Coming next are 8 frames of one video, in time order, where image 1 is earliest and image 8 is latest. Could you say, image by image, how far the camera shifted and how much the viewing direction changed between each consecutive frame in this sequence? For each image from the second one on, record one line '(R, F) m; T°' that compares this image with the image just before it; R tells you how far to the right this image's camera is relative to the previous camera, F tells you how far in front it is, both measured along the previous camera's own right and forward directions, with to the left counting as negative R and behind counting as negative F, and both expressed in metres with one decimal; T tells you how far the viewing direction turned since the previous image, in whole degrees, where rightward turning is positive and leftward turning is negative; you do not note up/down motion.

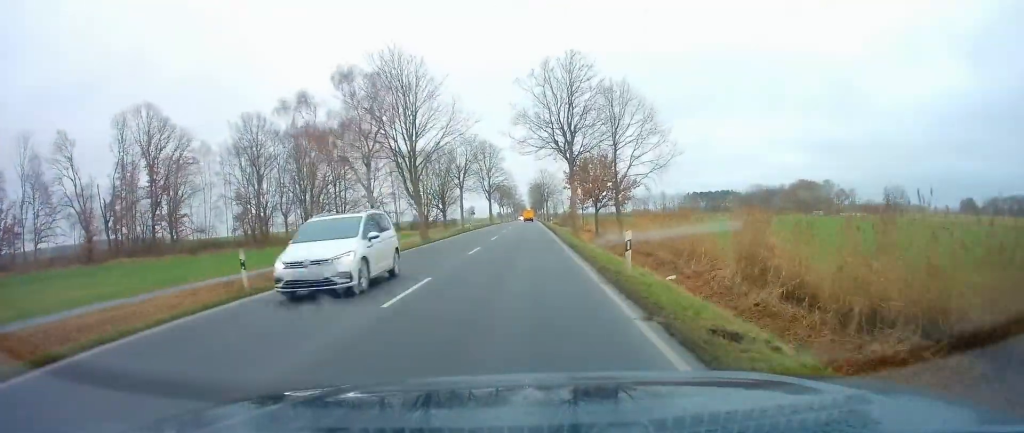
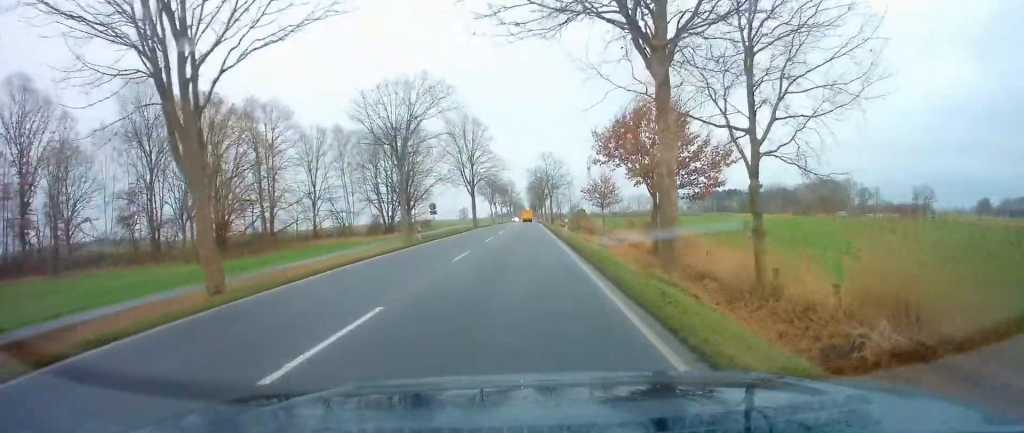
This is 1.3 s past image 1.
(0.0, +27.8) m; 0°
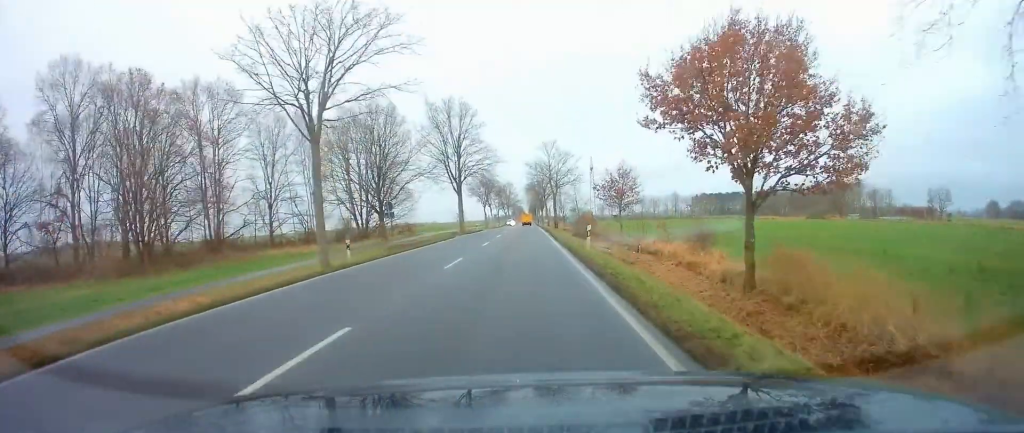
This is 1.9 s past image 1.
(0.0, +13.2) m; 0°
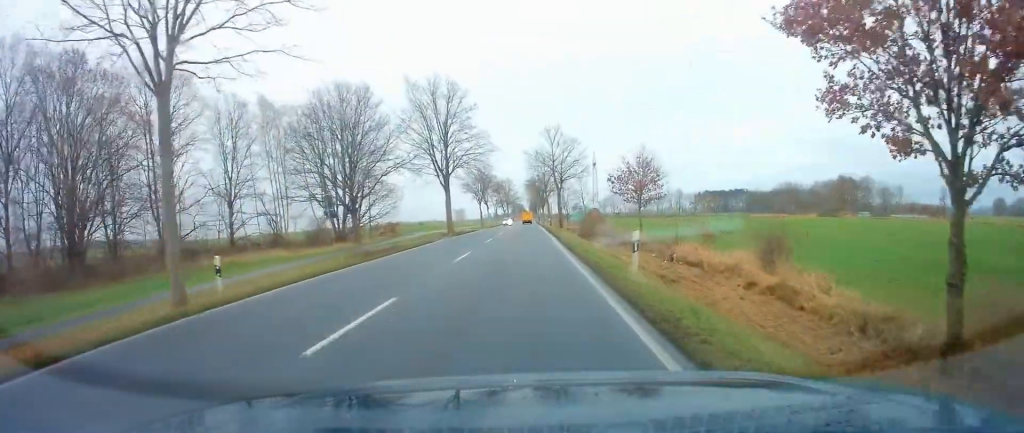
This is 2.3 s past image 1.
(0.0, +9.2) m; 0°
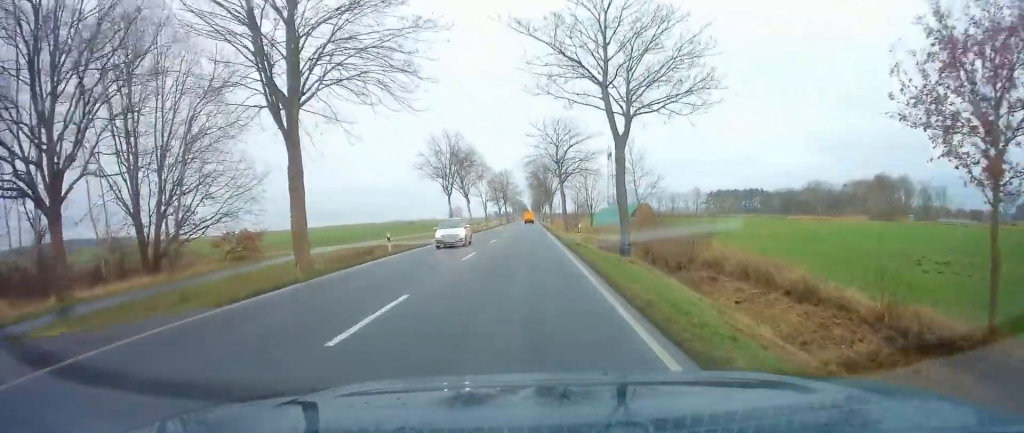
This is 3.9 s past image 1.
(0.0, +35.3) m; 0°
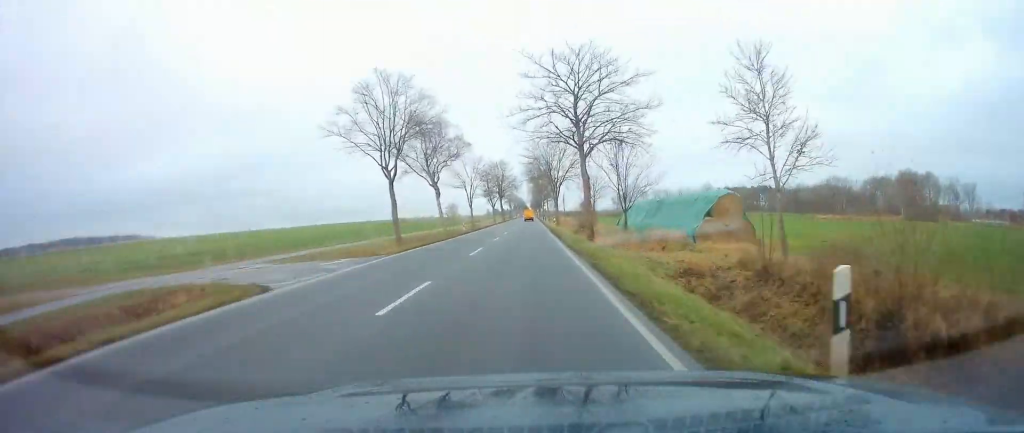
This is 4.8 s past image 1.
(0.0, +22.0) m; 0°
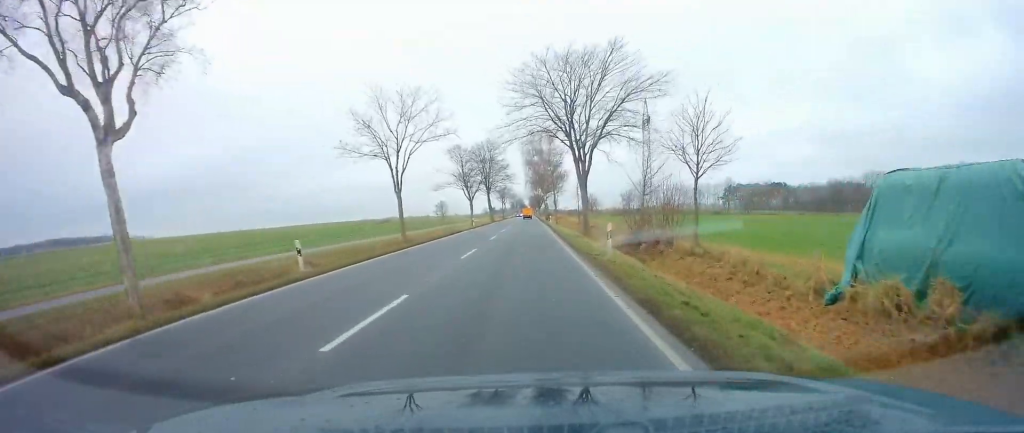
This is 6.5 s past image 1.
(-0.5, +38.5) m; -1°
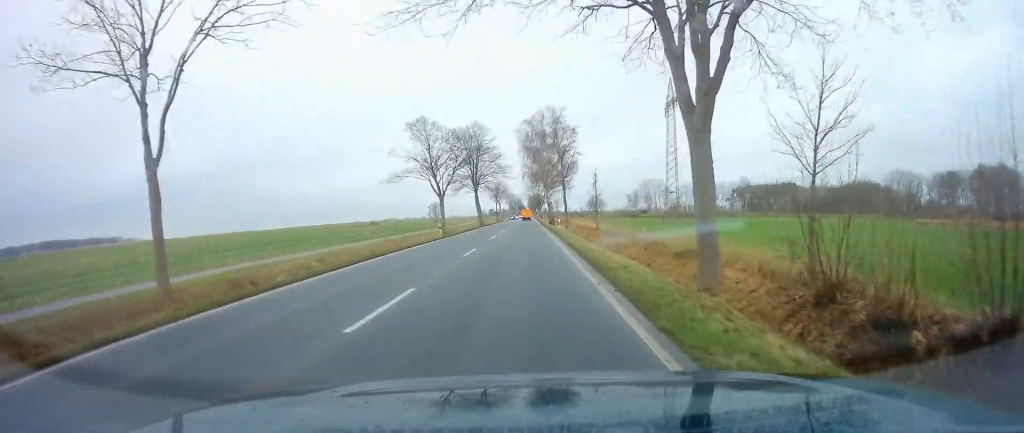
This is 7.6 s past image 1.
(+0.2, +23.0) m; +1°
